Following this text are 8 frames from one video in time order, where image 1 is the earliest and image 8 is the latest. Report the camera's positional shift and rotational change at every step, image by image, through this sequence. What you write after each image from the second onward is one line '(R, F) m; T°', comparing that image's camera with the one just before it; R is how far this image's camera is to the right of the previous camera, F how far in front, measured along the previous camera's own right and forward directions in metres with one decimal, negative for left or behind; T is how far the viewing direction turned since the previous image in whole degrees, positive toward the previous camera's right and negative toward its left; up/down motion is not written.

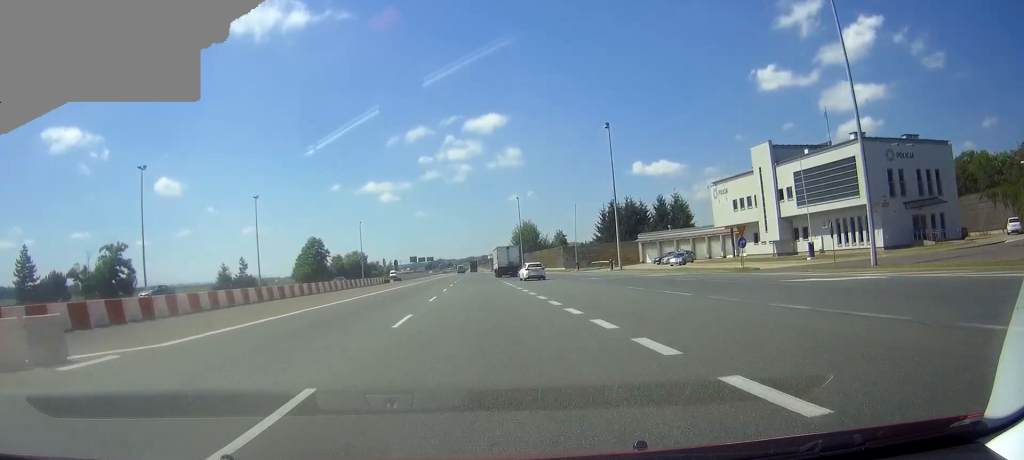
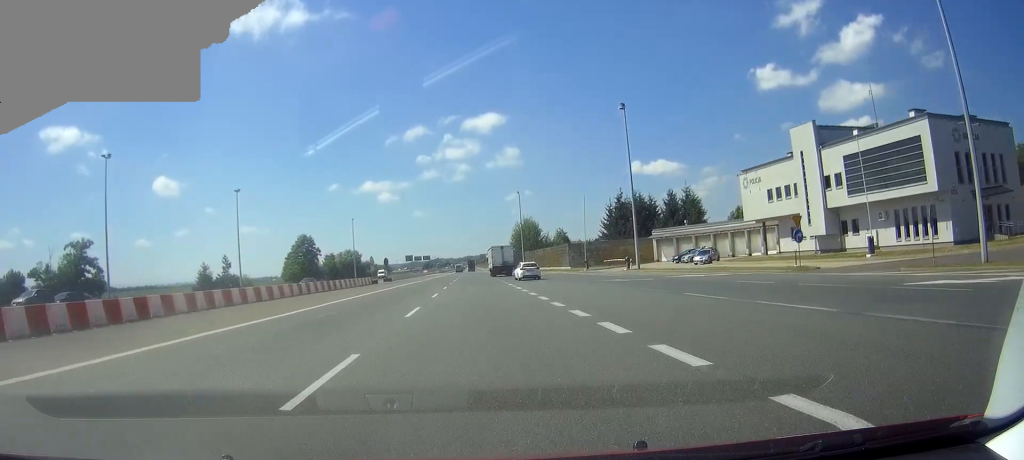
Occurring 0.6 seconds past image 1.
(0.0, +9.6) m; 0°
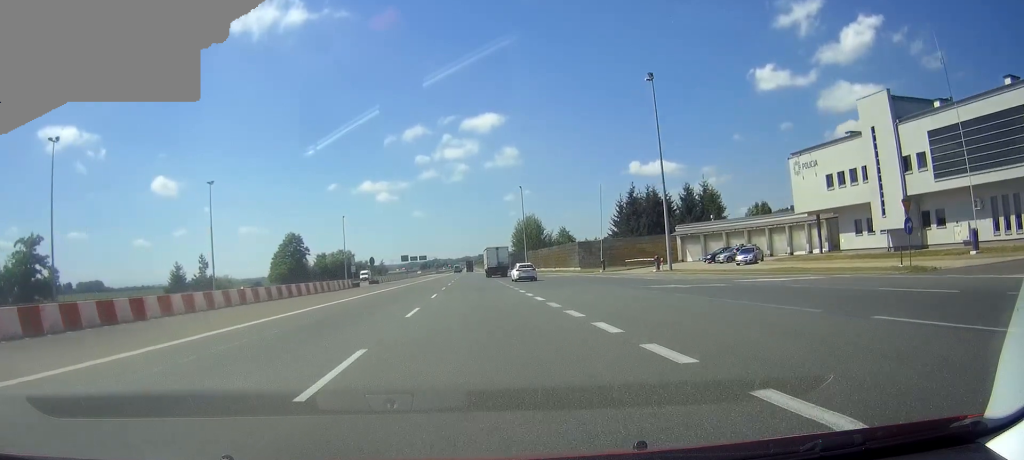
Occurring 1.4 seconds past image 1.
(0.0, +12.2) m; 0°
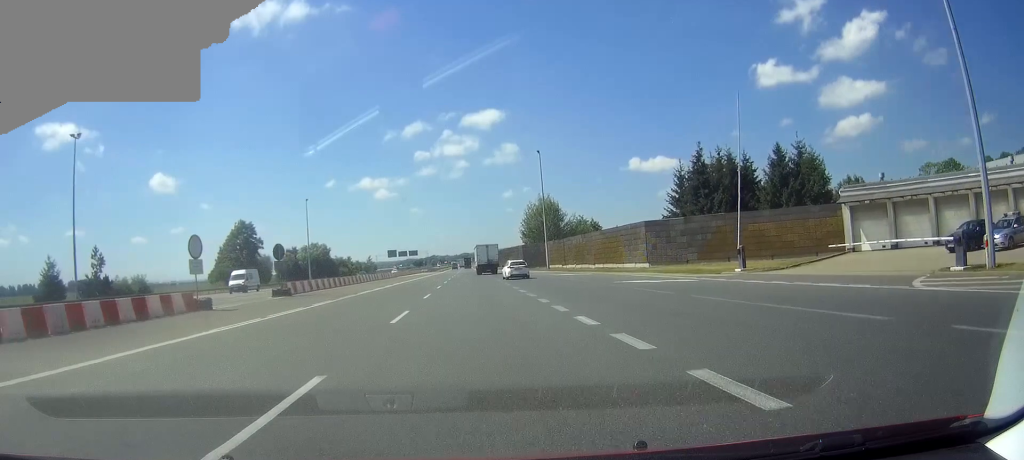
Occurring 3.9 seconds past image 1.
(+0.2, +39.9) m; 0°
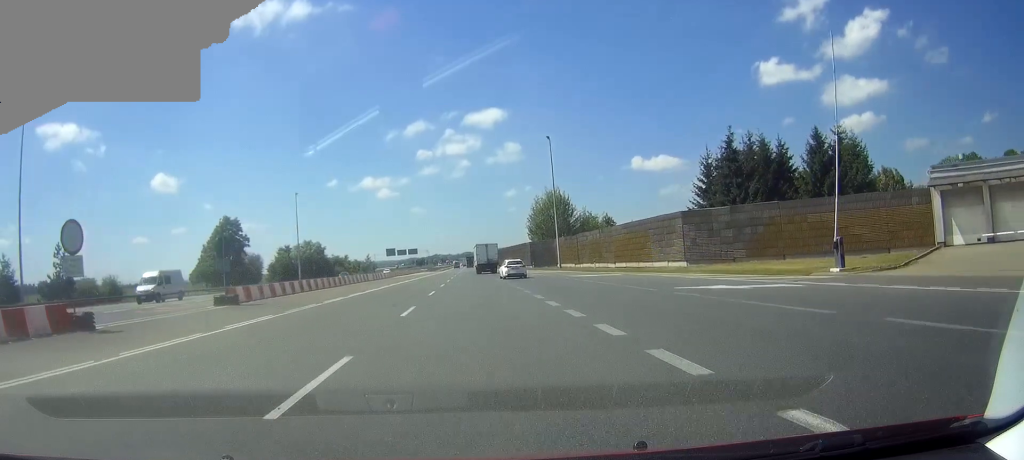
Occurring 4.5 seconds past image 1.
(0.0, +10.4) m; 0°
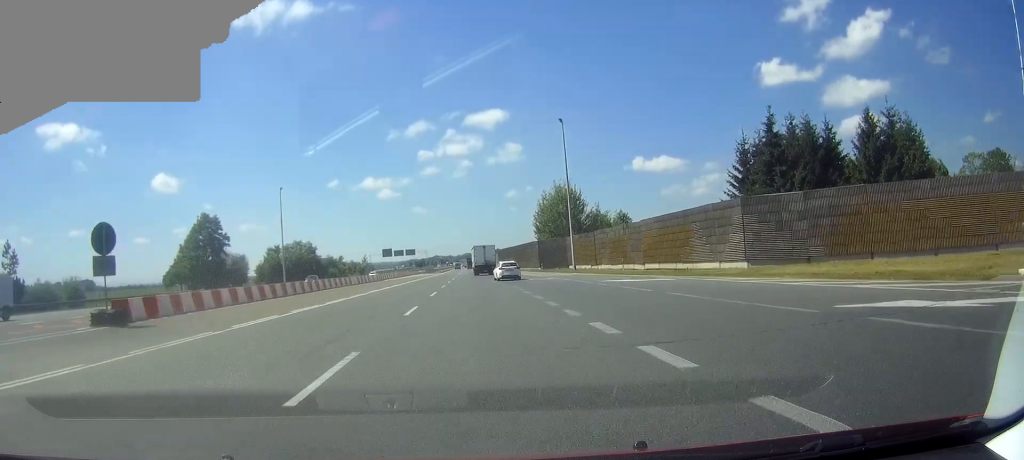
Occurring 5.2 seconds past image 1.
(-0.1, +11.6) m; 0°
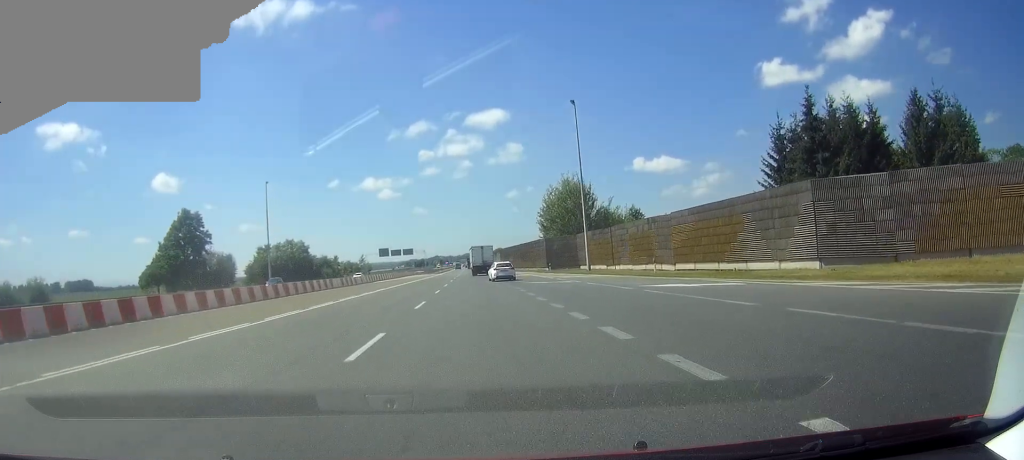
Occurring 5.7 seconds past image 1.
(0.0, +8.9) m; 0°
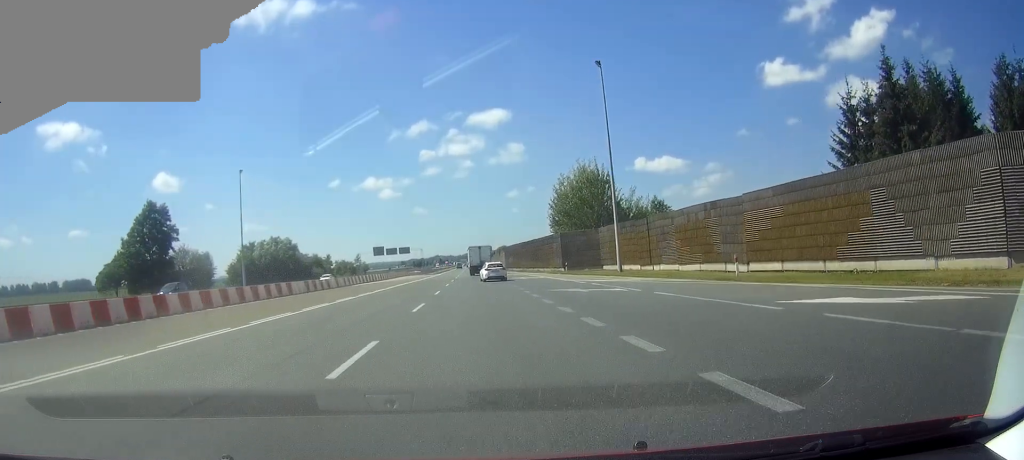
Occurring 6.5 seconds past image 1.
(0.0, +13.6) m; 0°
